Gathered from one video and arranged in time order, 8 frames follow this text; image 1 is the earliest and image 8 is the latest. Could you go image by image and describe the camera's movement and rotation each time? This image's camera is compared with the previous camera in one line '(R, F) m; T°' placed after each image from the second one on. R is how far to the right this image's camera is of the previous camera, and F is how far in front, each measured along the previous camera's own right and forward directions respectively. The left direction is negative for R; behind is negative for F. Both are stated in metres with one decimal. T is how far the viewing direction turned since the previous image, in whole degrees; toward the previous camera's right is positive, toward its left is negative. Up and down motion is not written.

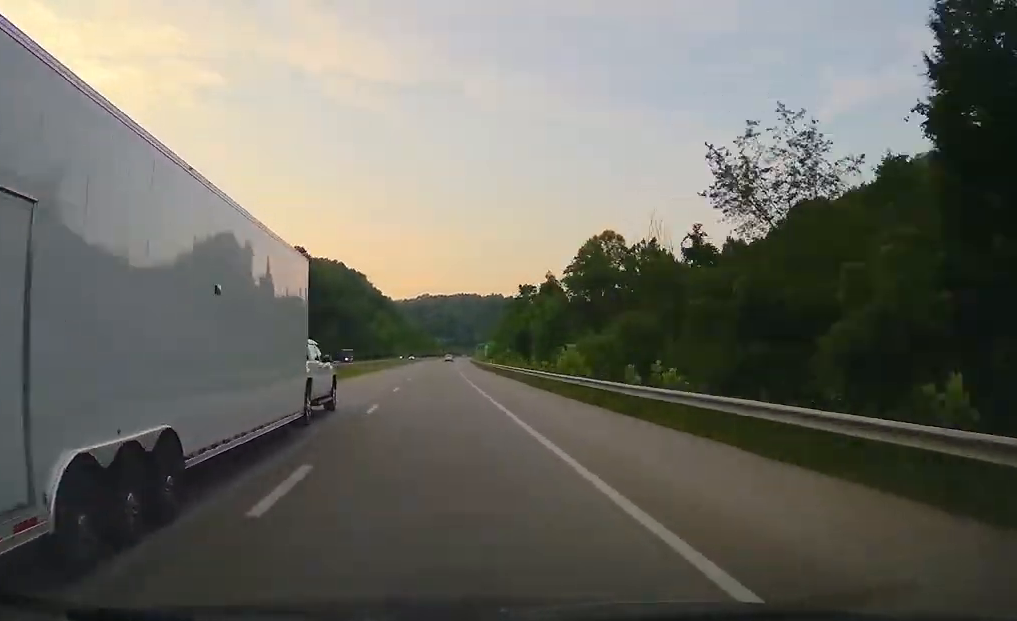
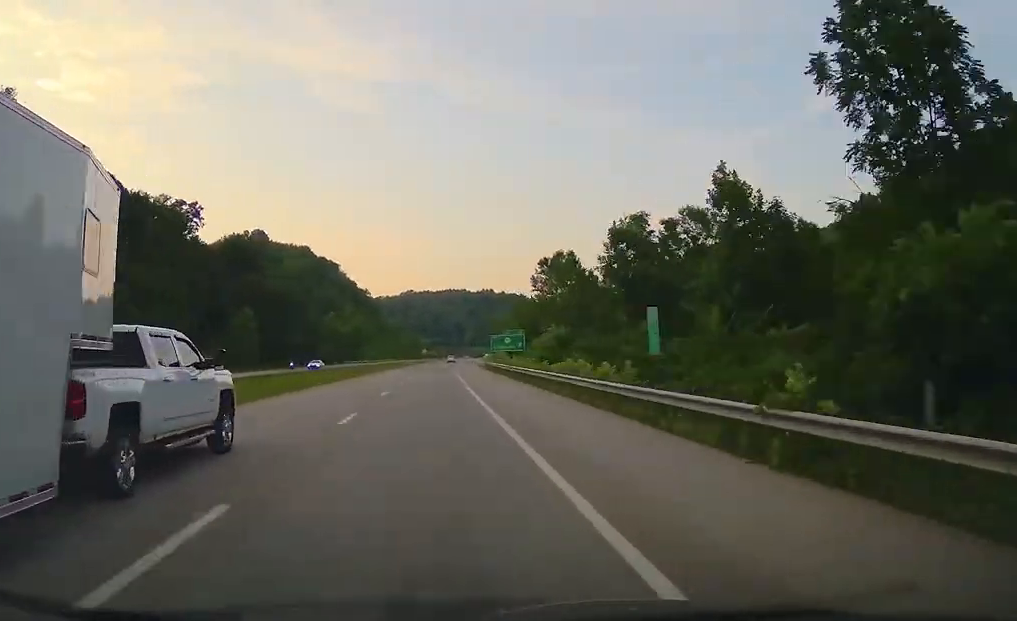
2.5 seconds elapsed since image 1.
(+0.6, +91.1) m; +1°
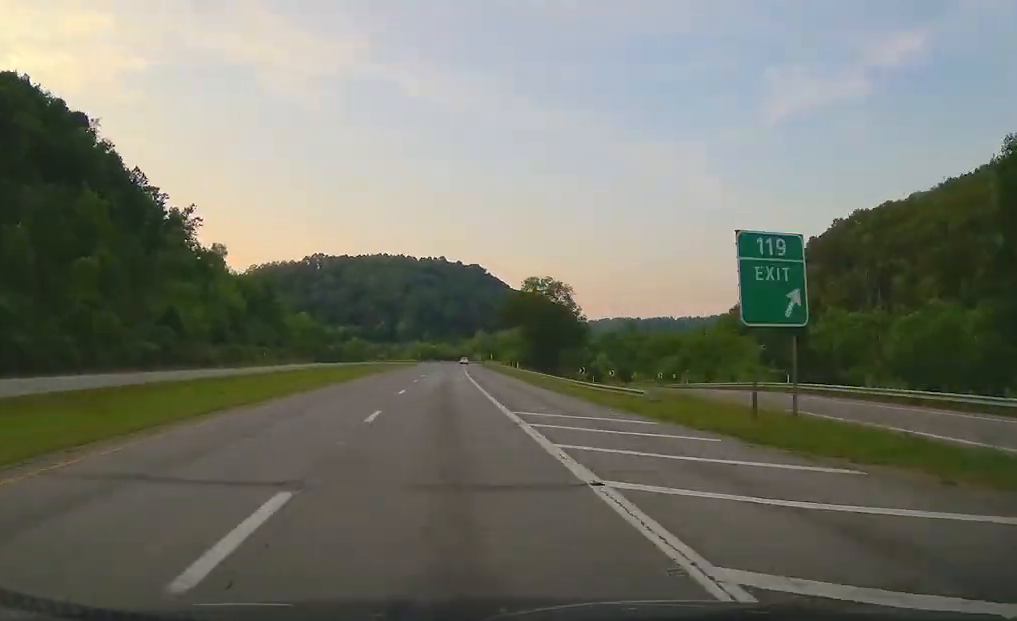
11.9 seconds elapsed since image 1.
(+16.3, +335.6) m; +7°
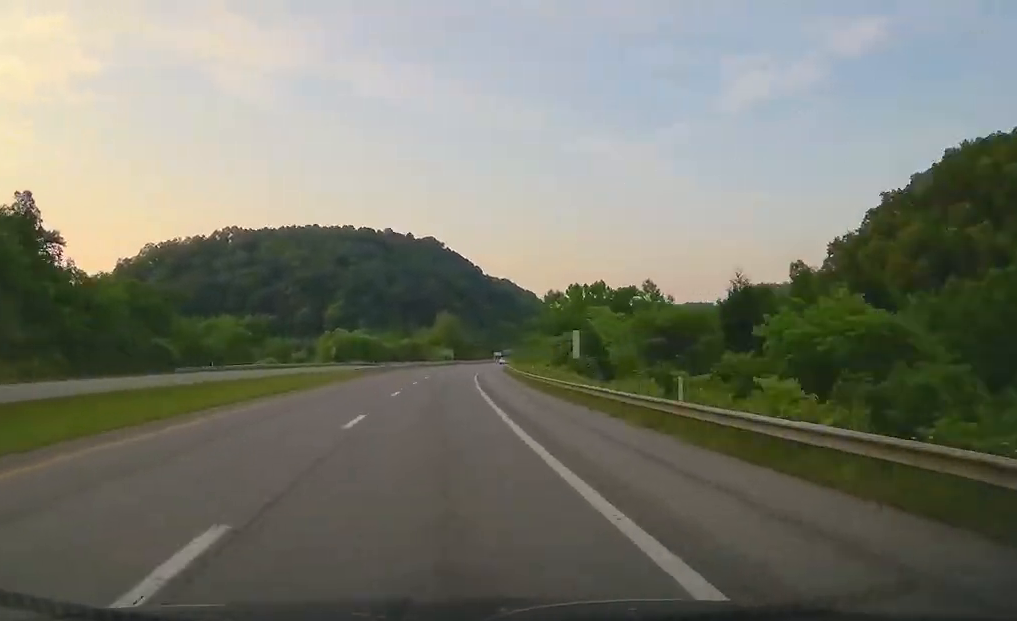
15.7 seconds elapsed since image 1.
(+4.5, +135.1) m; +6°
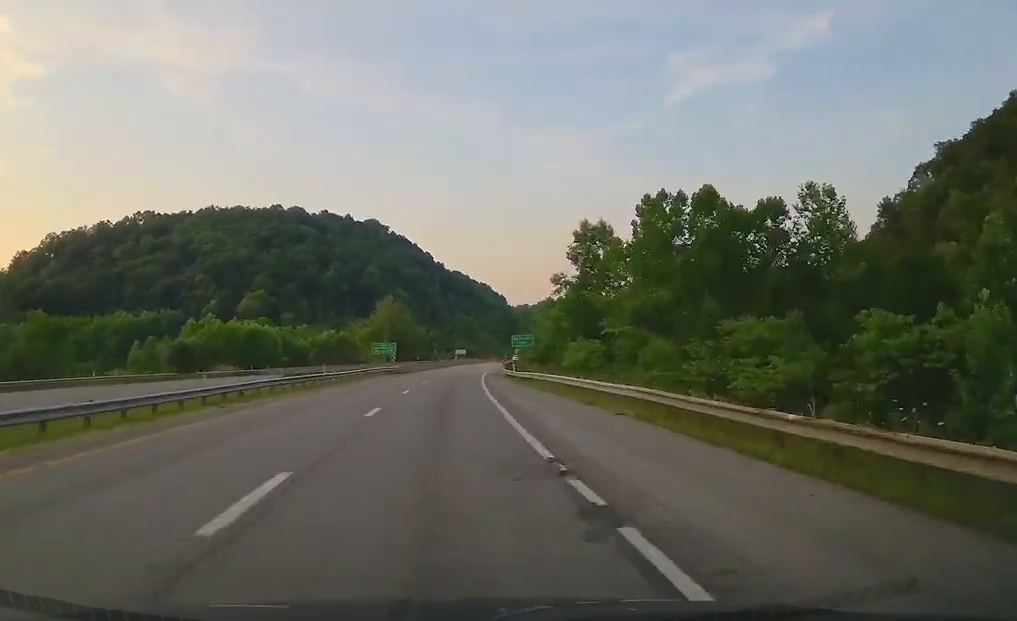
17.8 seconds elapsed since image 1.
(+2.5, +68.1) m; +5°
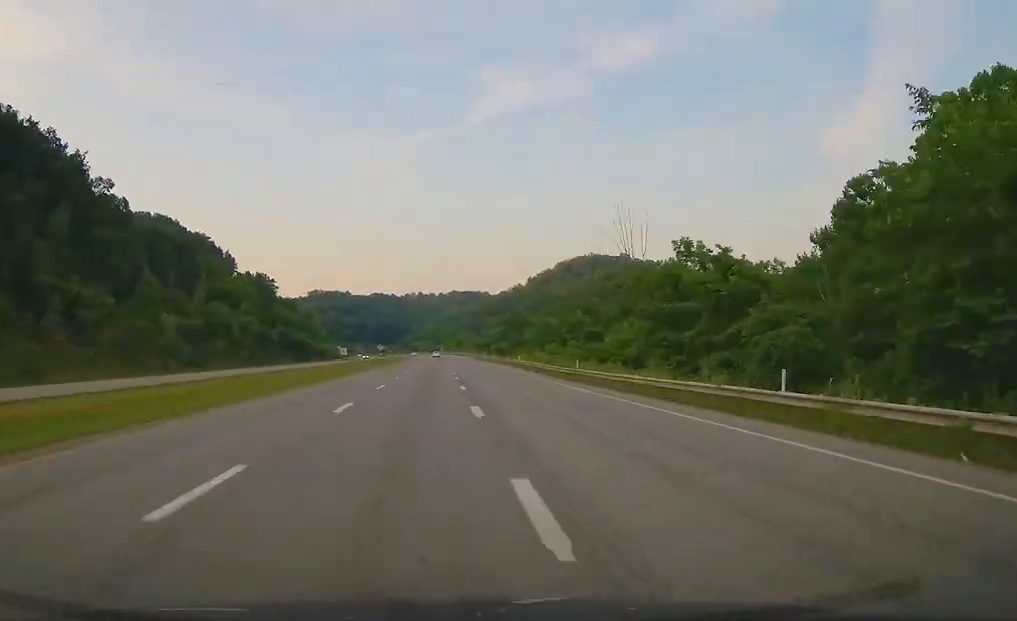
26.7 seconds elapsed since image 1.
(+52.3, +321.5) m; +13°
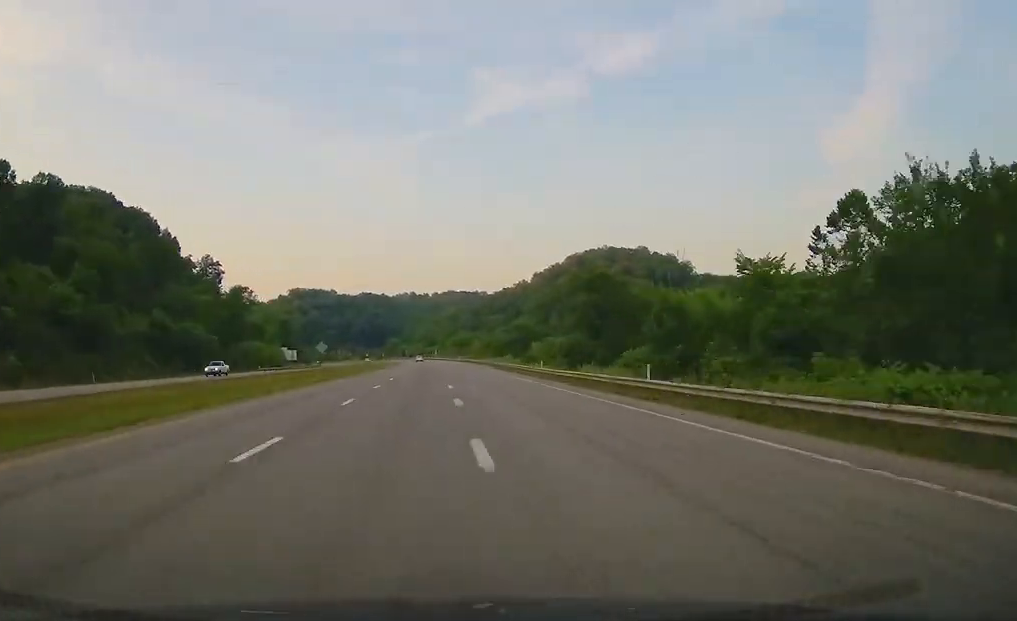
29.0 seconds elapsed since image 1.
(-0.2, +80.9) m; -1°
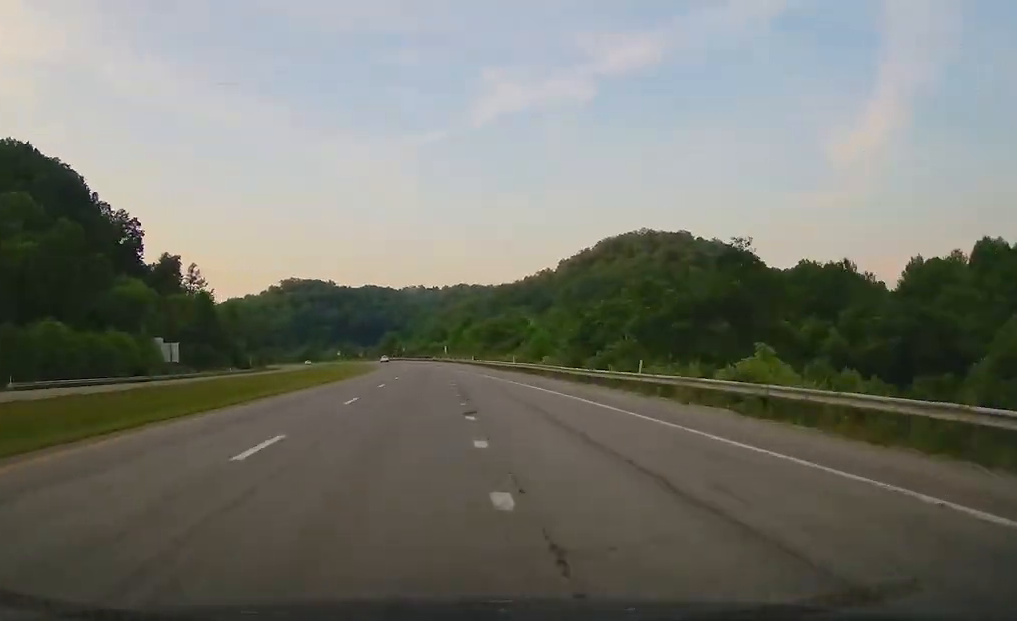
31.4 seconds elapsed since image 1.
(+0.5, +85.0) m; -2°
